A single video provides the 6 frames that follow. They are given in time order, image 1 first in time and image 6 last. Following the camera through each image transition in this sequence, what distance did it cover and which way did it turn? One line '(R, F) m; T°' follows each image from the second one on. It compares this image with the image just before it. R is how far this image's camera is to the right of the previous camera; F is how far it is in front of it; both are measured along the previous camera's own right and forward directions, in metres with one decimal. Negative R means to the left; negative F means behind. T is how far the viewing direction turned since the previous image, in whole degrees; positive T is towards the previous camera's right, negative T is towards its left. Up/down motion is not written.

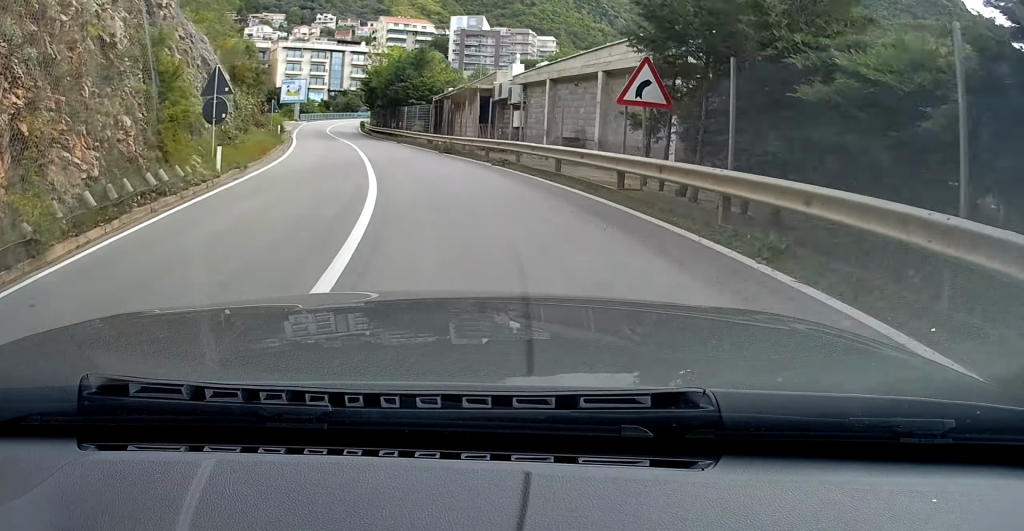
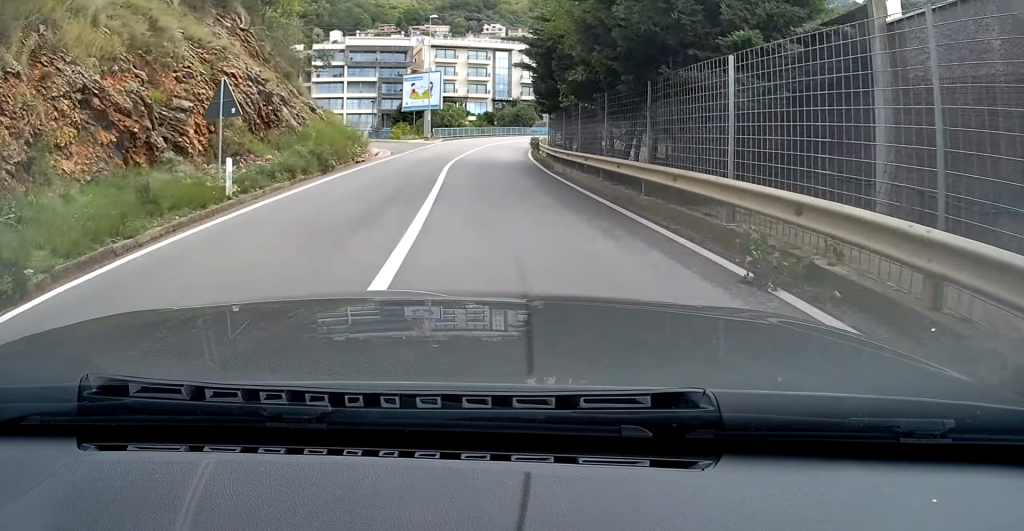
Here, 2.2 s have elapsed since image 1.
(-5.9, +34.5) m; -16°
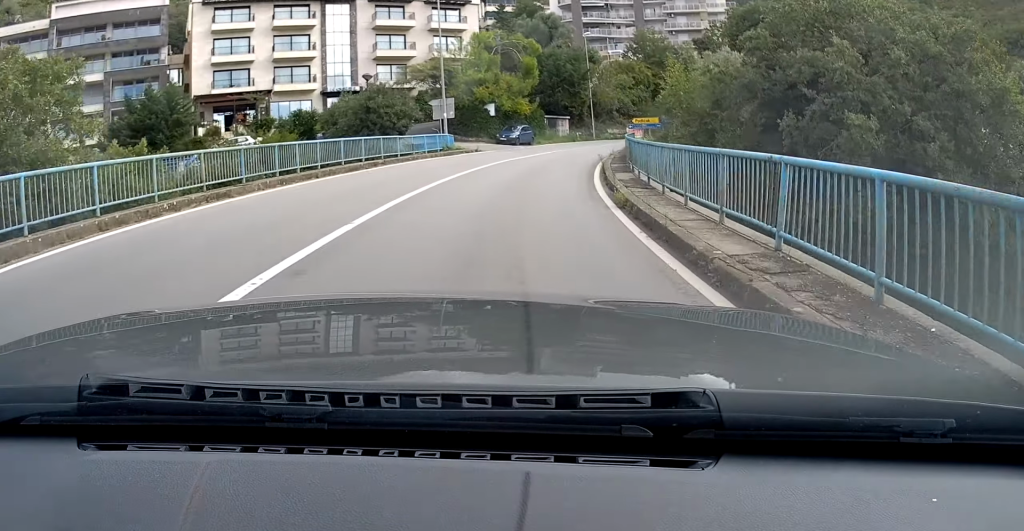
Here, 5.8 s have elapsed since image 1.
(-2.8, +56.5) m; +6°
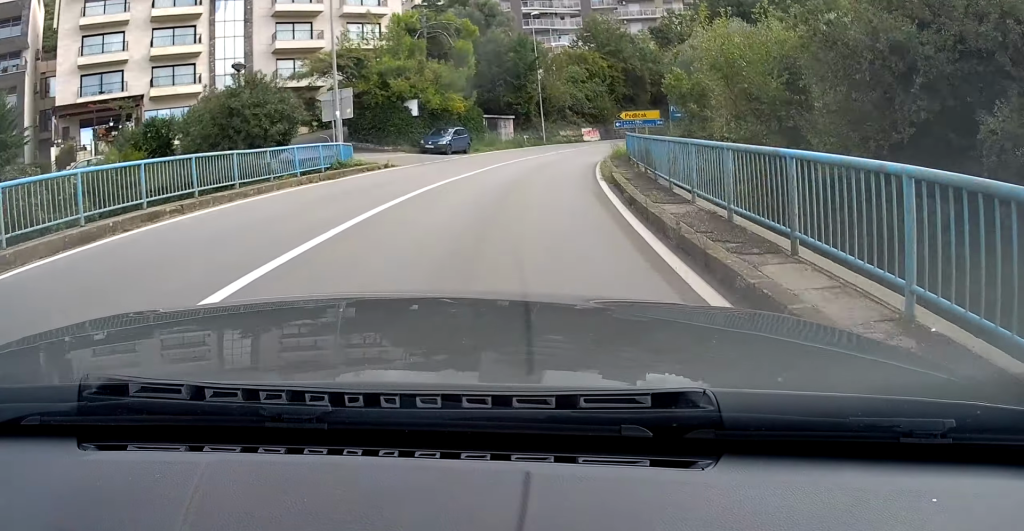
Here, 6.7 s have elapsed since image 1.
(+0.5, +12.4) m; +6°
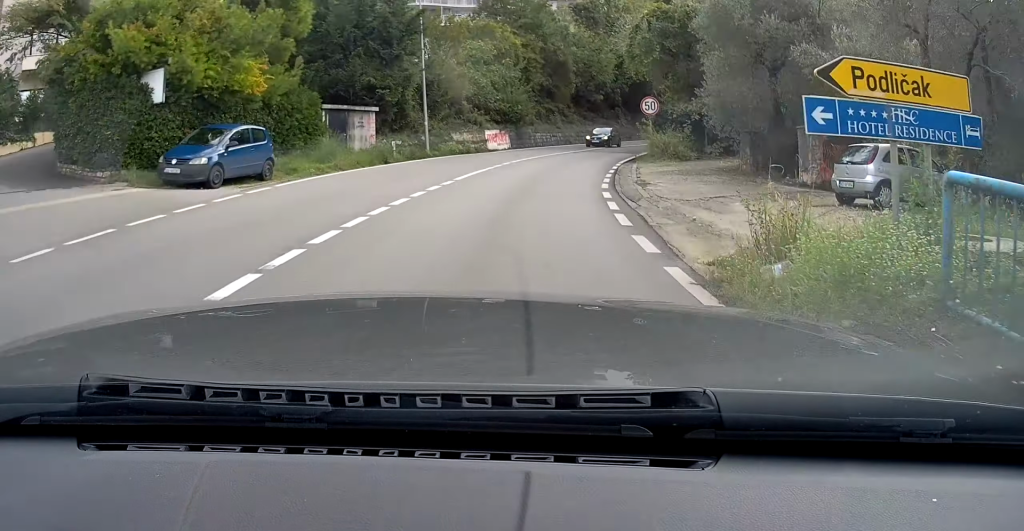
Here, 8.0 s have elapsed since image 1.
(+1.8, +19.7) m; +10°
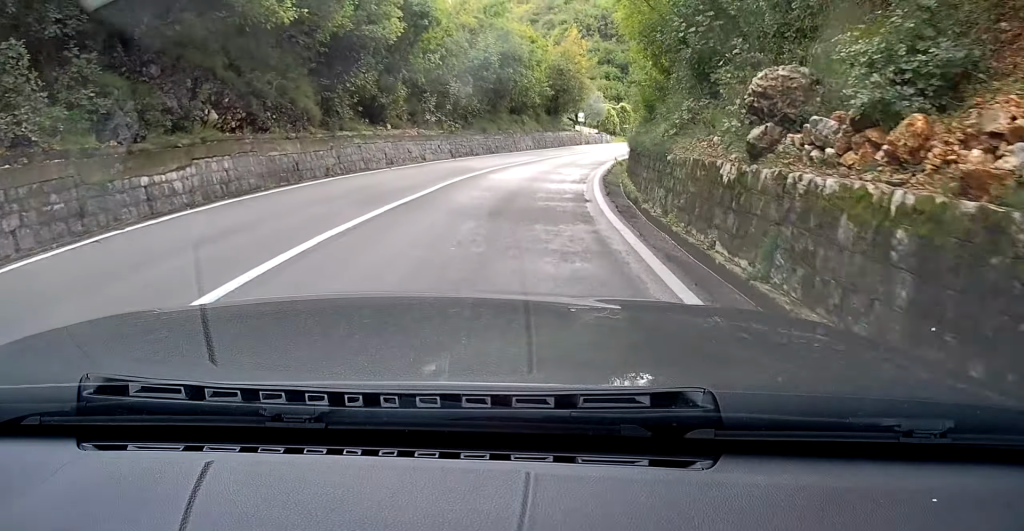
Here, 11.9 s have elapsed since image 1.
(+14.0, +51.9) m; +31°
